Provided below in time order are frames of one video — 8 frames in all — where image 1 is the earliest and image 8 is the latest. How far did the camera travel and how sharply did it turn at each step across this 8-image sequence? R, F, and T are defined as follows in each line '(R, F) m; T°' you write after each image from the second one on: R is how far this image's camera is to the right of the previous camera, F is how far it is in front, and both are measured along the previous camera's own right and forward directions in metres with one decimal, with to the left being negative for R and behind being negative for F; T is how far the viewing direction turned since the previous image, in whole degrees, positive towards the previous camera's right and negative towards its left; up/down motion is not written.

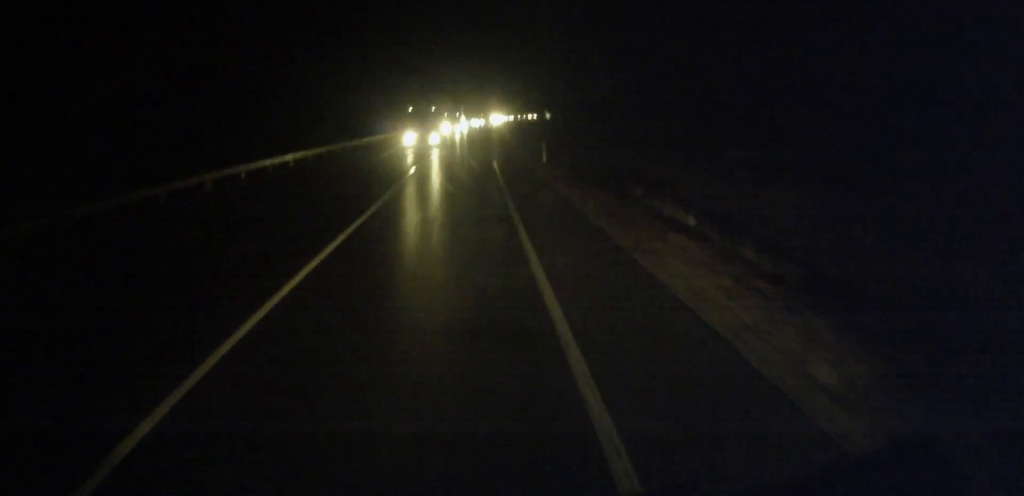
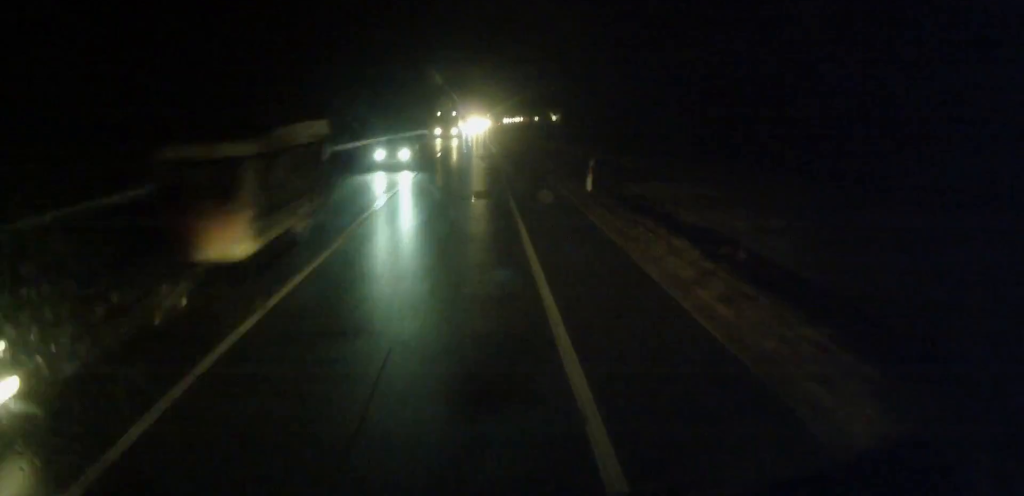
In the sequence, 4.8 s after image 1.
(+1.5, +110.7) m; +1°
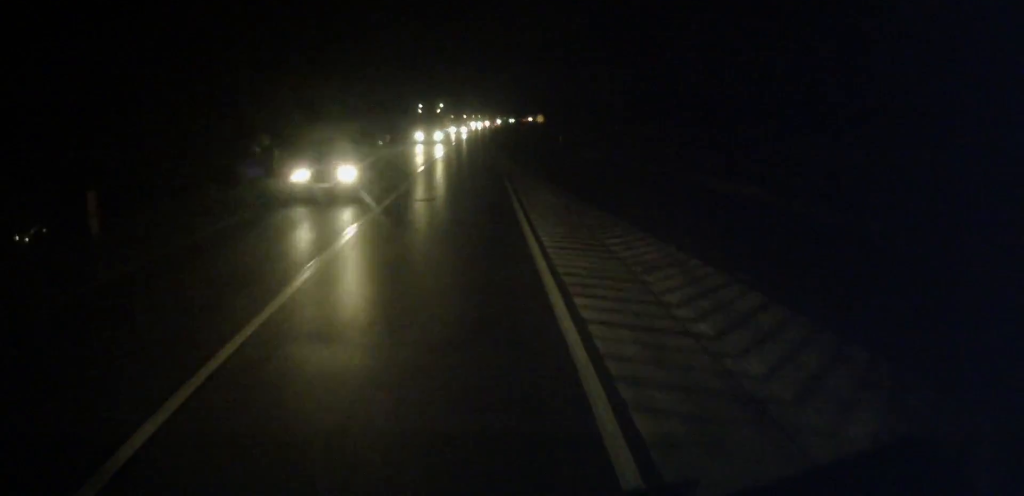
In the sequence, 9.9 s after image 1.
(+1.2, +114.0) m; +1°
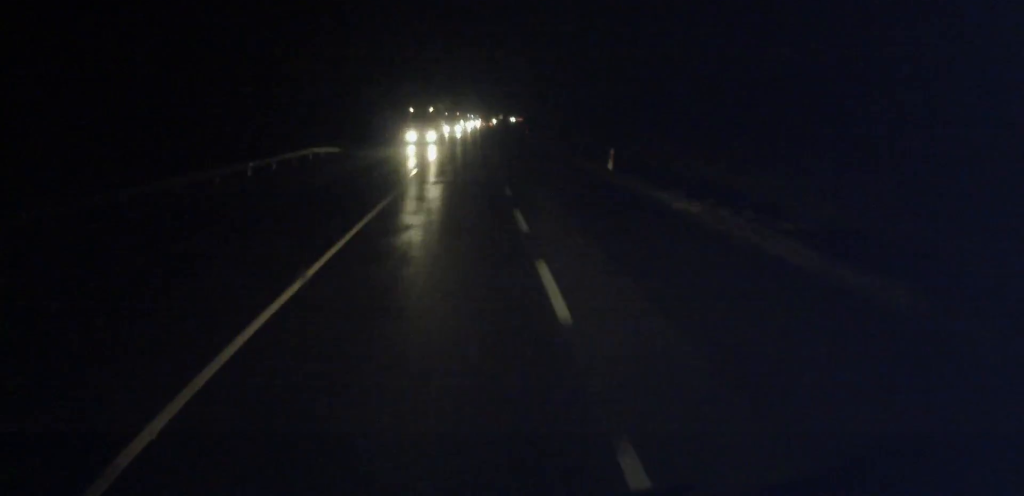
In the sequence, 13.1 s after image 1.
(+0.5, +70.6) m; +1°
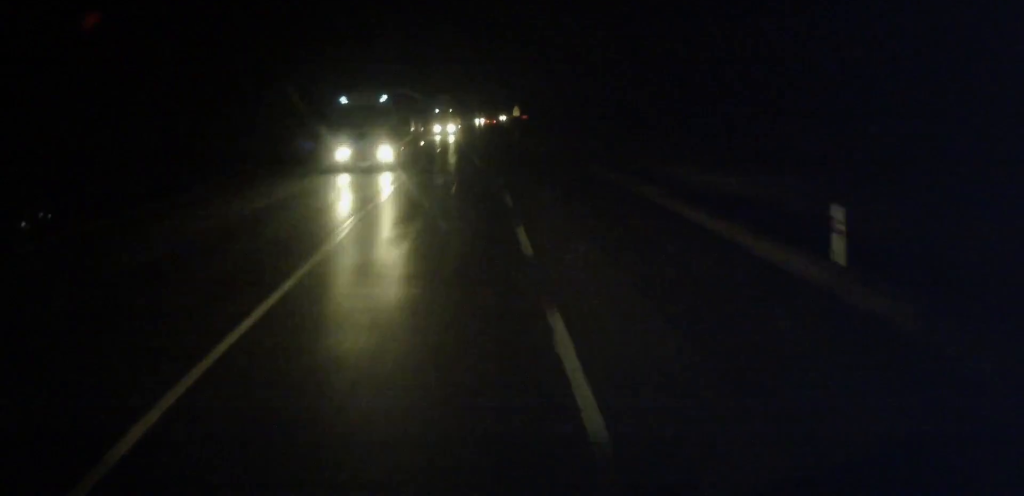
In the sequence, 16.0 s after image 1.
(+0.9, +64.3) m; +1°
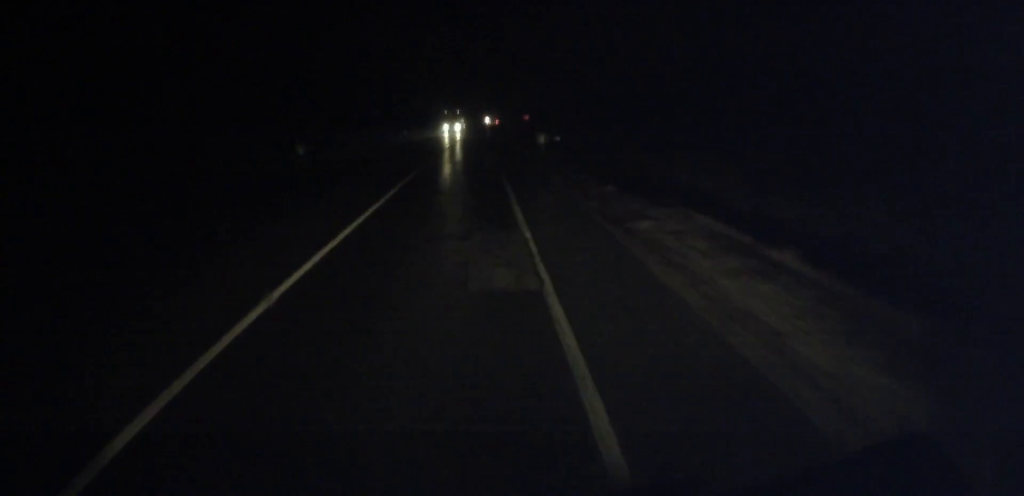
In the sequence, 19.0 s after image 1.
(+0.5, +67.4) m; +1°
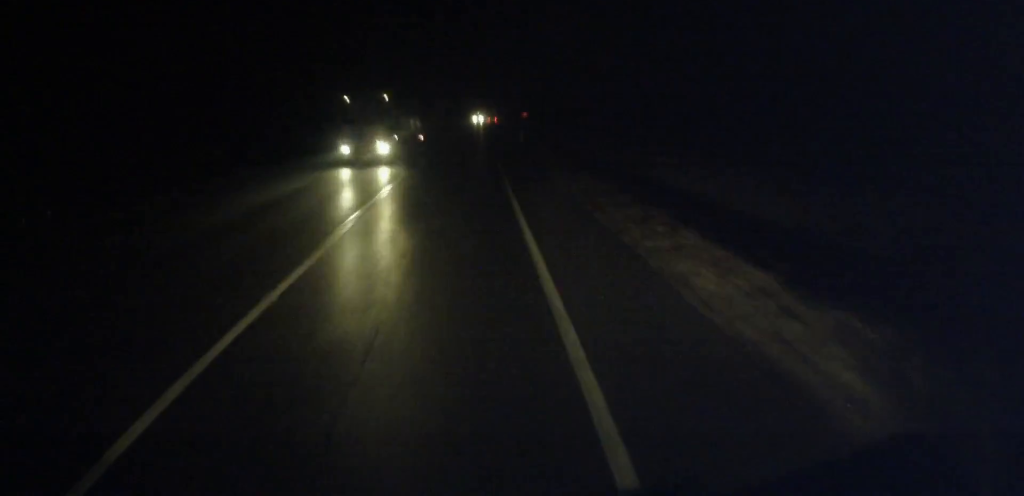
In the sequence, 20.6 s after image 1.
(0.0, +37.3) m; 0°
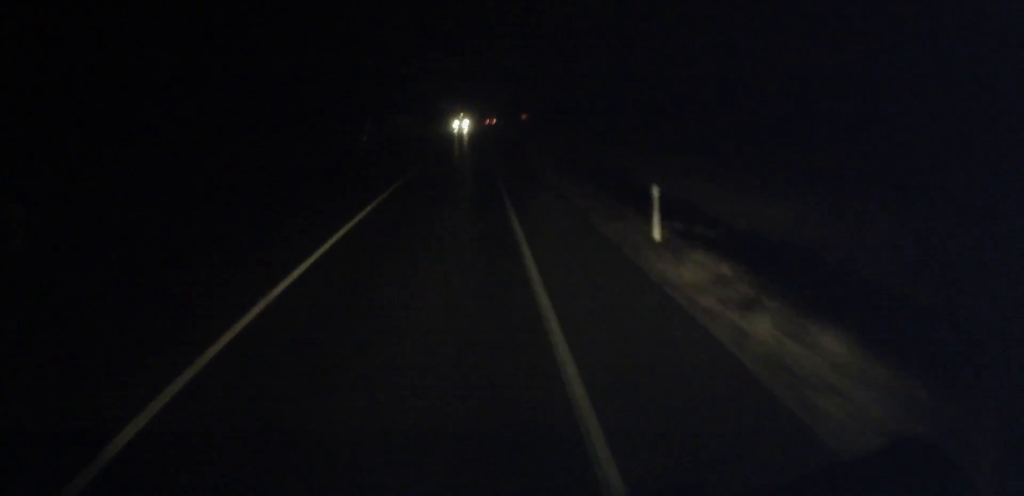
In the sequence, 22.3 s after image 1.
(+0.4, +41.9) m; +1°
